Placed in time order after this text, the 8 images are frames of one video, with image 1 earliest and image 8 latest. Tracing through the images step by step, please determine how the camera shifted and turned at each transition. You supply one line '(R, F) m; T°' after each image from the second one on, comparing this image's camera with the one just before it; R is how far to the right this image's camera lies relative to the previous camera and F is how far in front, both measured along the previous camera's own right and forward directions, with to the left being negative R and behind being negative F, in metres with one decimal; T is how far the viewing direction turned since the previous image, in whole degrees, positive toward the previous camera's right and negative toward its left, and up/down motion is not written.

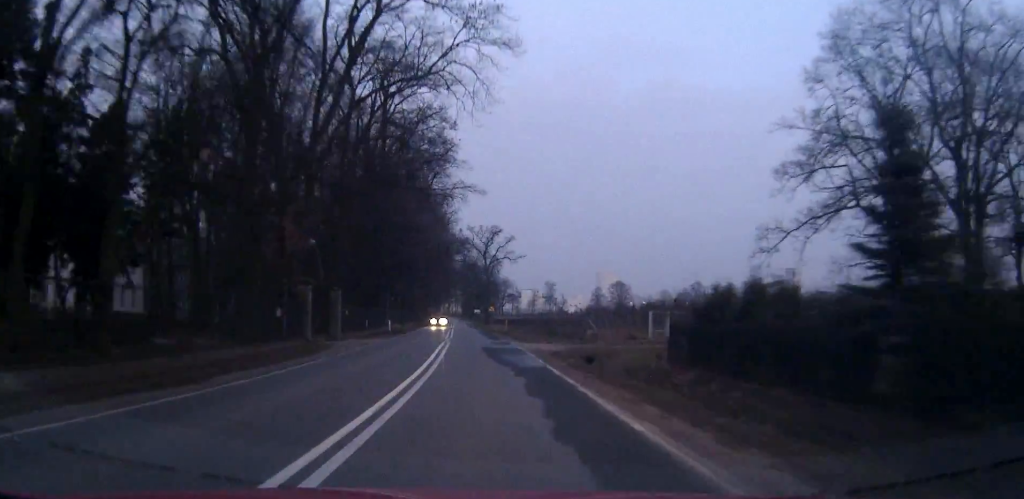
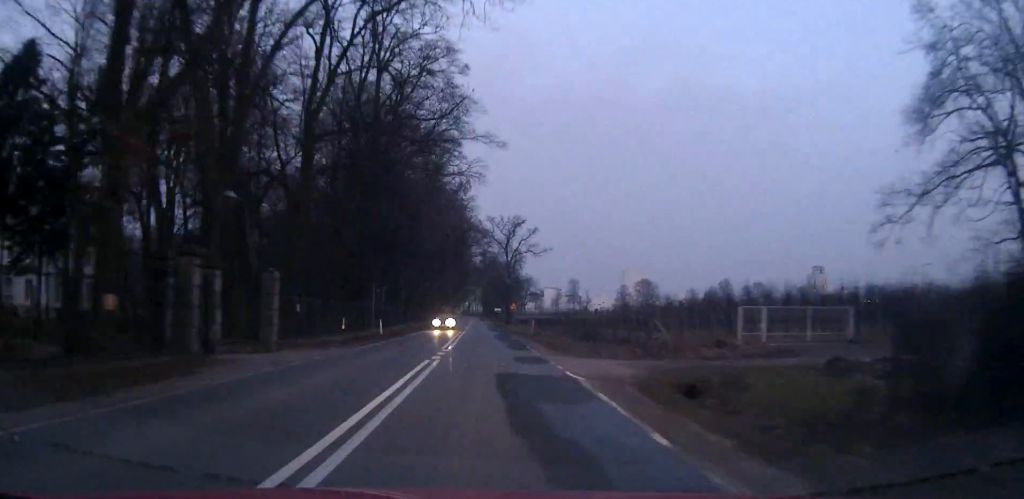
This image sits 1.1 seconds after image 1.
(-0.2, +14.3) m; -1°
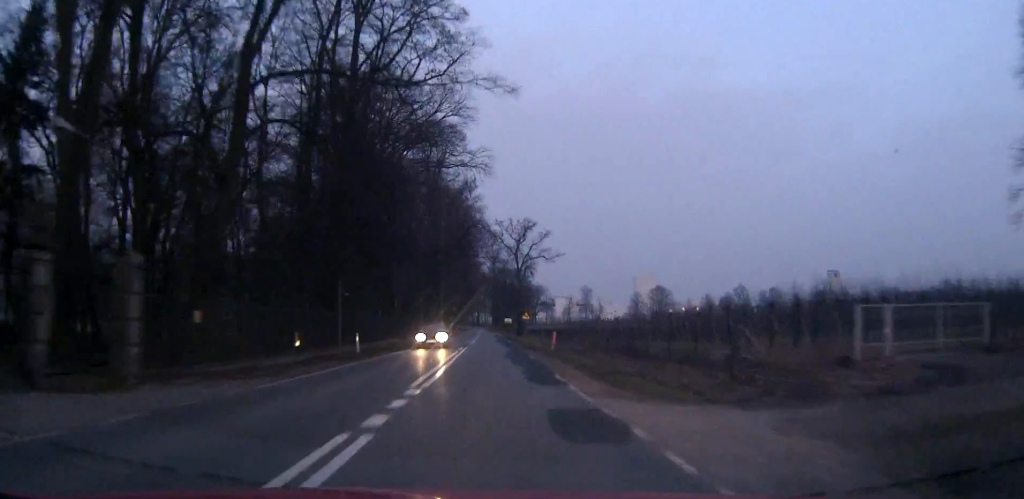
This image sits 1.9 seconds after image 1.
(-0.1, +10.7) m; -1°
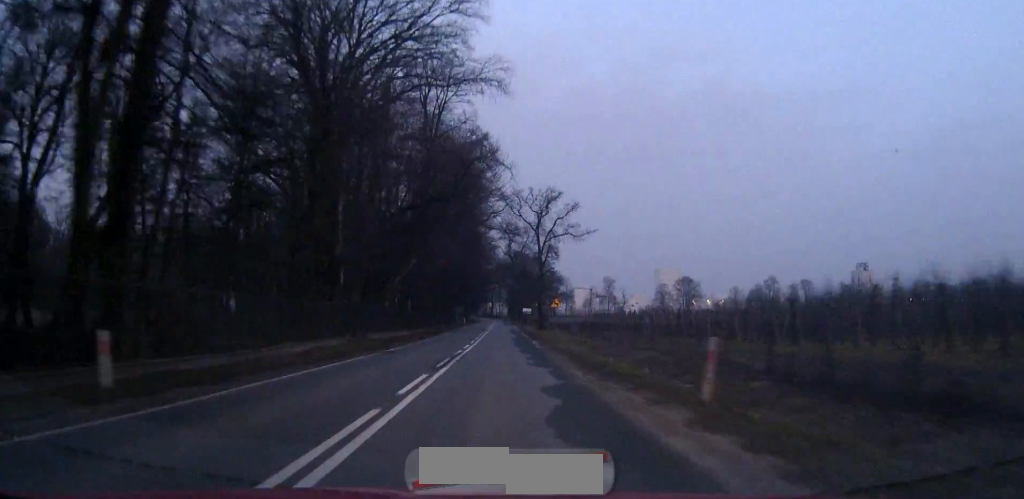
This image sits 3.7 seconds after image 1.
(-0.6, +25.2) m; -2°
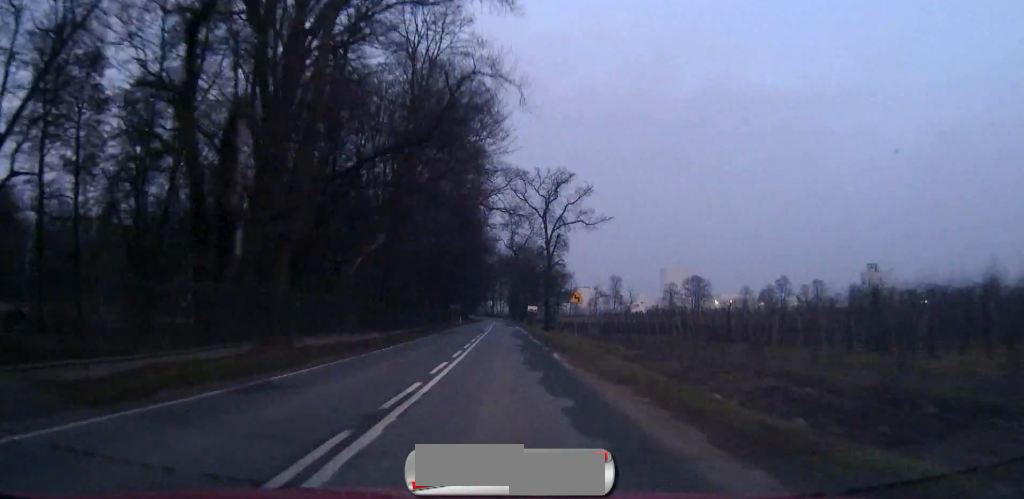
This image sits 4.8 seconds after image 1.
(-0.1, +14.6) m; 0°
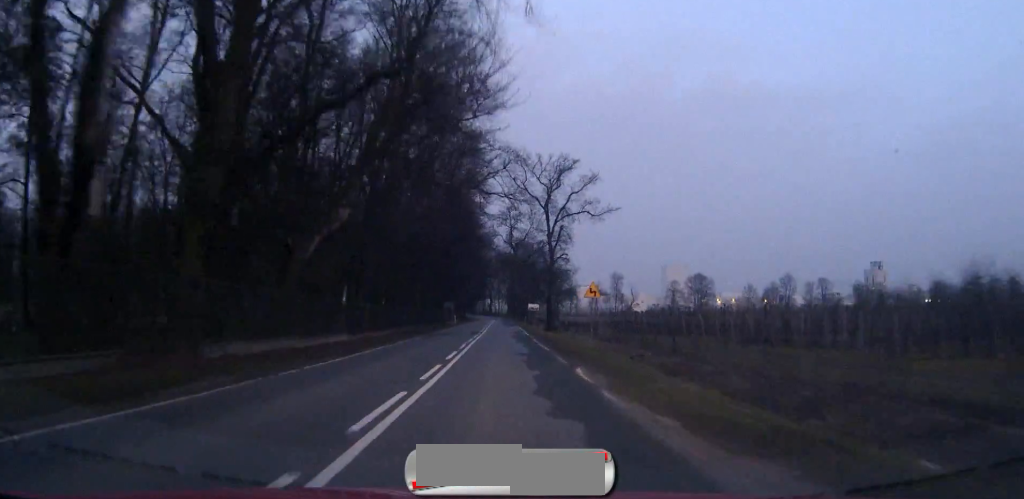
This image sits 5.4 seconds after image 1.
(0.0, +8.2) m; 0°
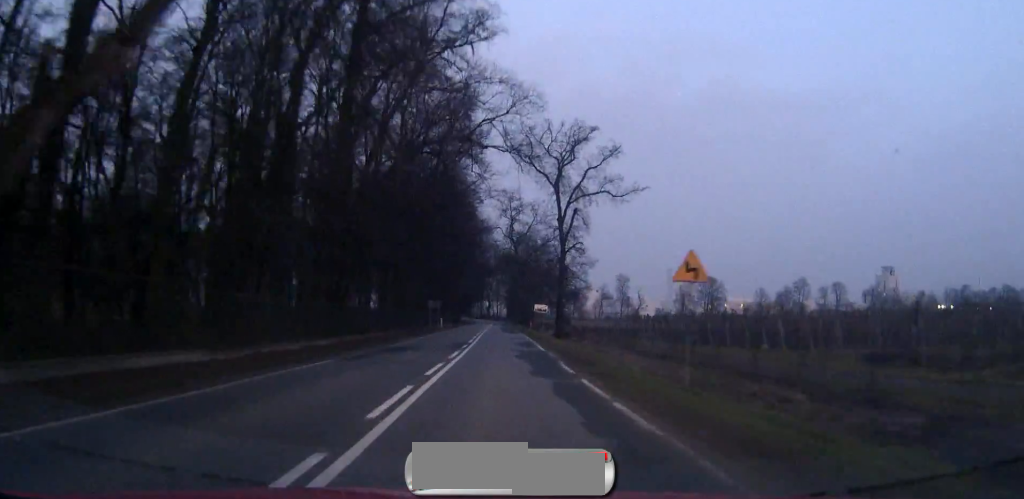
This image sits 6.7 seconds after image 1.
(+0.2, +18.2) m; +1°
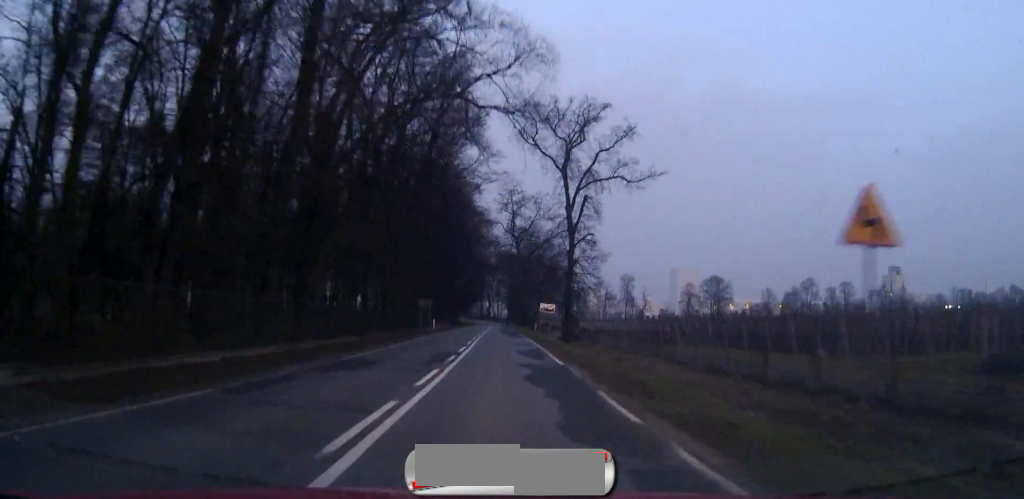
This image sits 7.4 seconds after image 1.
(0.0, +8.6) m; 0°
